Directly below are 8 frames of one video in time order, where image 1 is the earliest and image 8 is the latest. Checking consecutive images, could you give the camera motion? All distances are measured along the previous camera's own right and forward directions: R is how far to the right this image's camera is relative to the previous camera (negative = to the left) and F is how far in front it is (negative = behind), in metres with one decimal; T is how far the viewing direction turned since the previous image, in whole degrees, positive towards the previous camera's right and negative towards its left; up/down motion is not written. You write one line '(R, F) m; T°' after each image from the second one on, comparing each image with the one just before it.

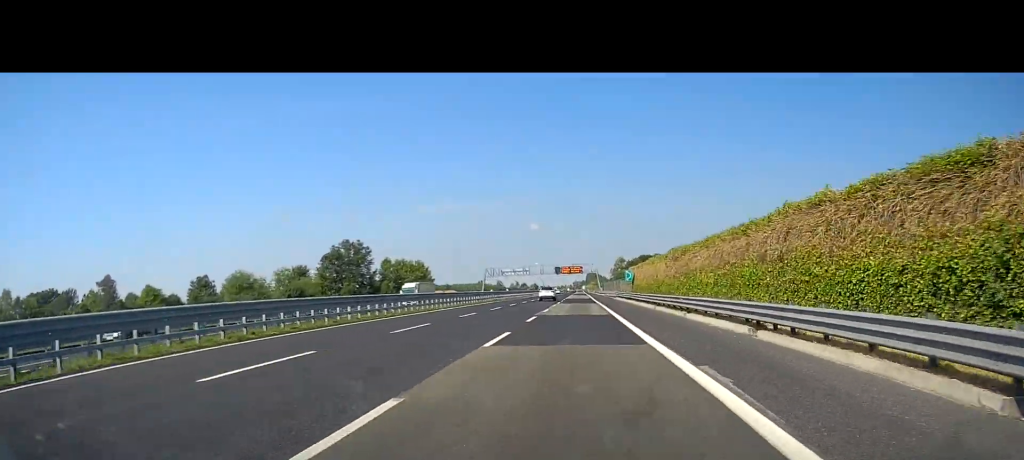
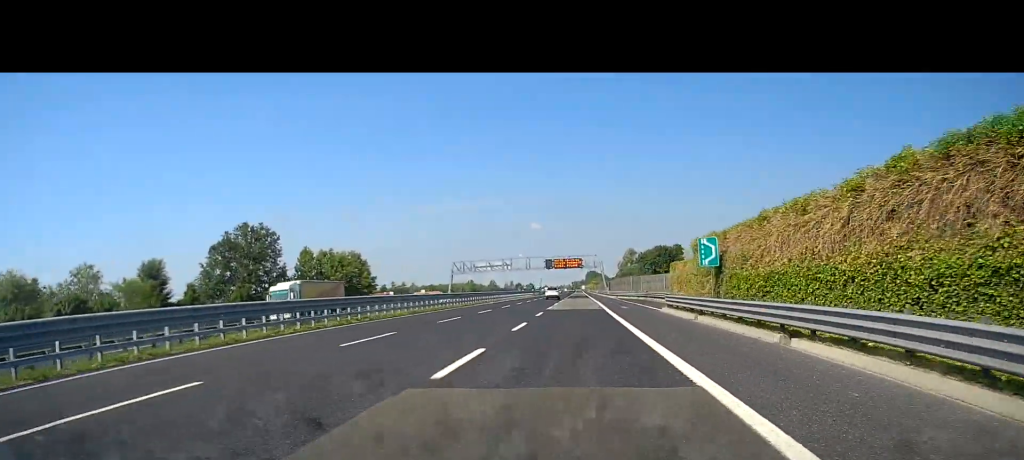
(-0.1, +51.2) m; -1°
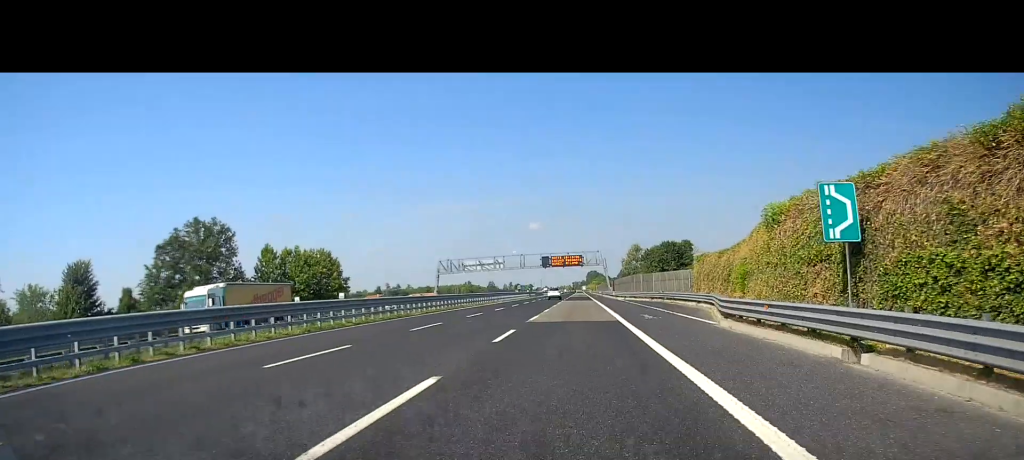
(0.0, +15.9) m; 0°
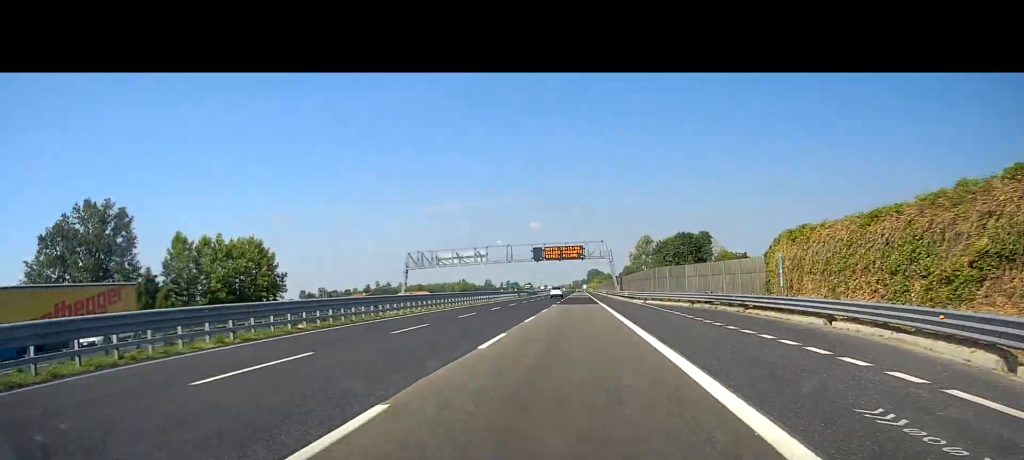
(0.0, +25.7) m; 0°
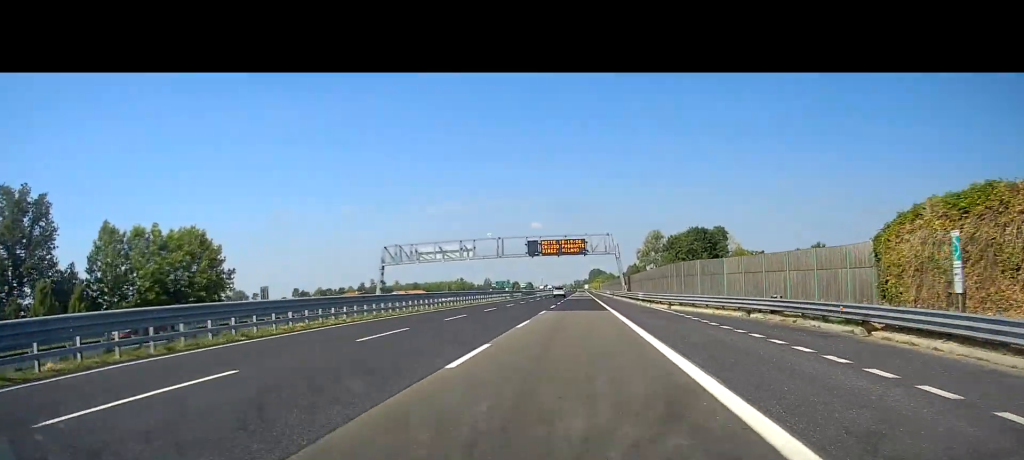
(0.0, +15.0) m; 0°
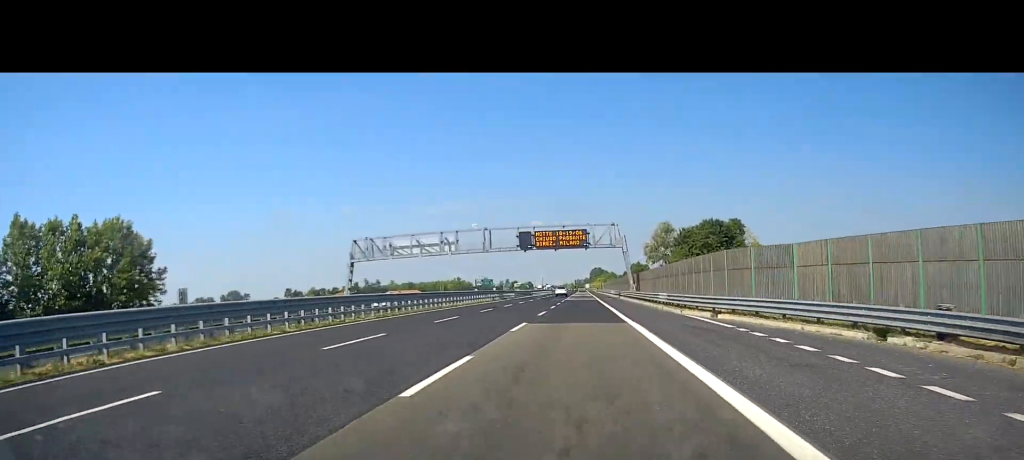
(0.0, +14.2) m; 0°
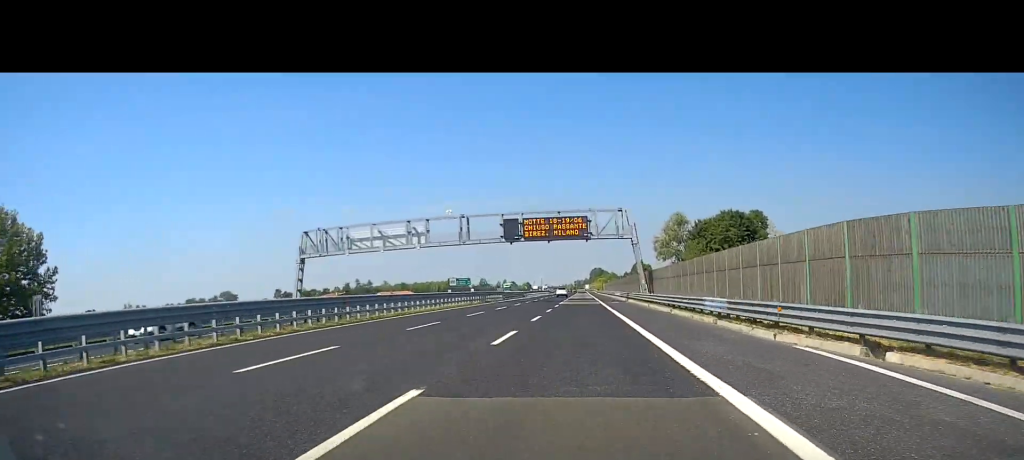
(0.0, +15.9) m; 0°
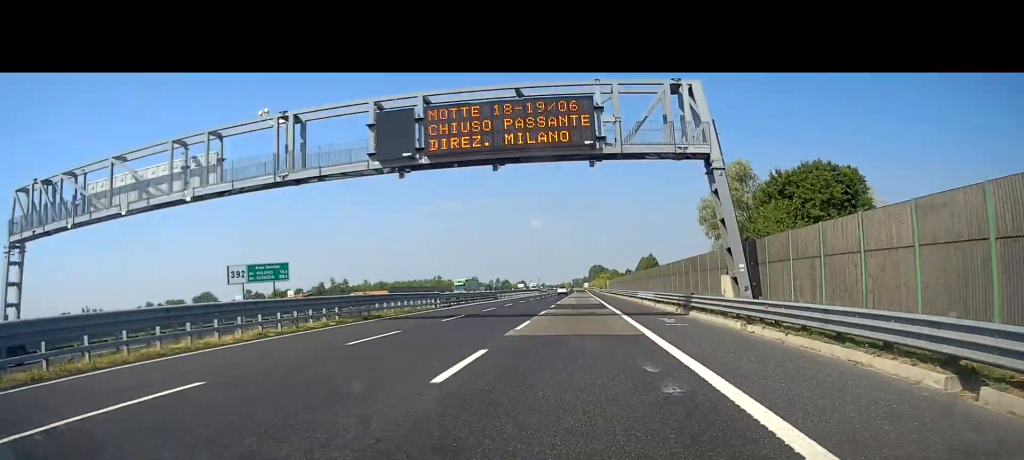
(+0.5, +40.4) m; 0°
